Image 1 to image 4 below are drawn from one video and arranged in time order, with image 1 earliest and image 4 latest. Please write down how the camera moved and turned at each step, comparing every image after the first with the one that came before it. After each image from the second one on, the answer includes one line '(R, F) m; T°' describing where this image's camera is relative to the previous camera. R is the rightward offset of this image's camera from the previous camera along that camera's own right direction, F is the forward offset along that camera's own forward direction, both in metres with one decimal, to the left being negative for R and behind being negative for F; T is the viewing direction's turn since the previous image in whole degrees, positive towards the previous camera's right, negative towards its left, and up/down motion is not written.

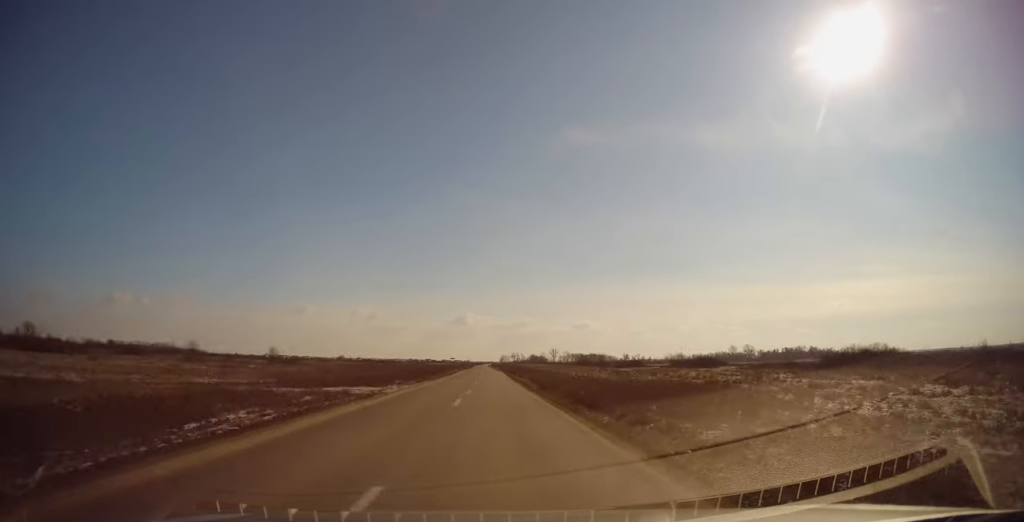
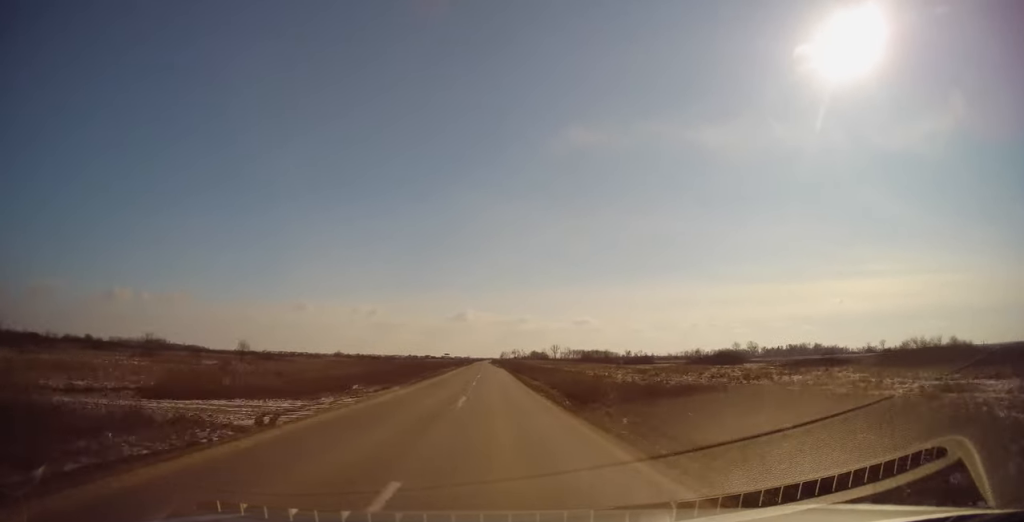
(0.0, +12.4) m; 0°
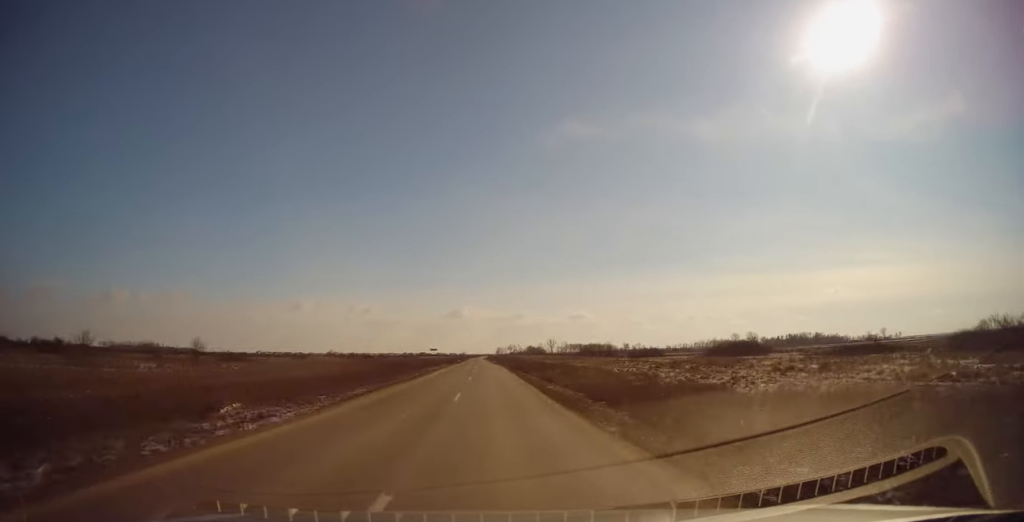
(0.0, +13.4) m; 0°
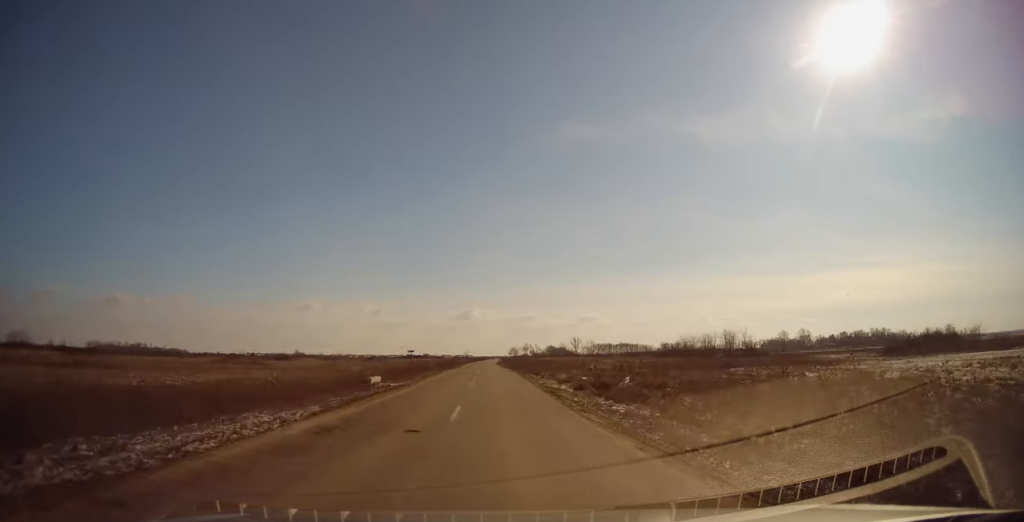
(-1.0, +115.5) m; 0°
